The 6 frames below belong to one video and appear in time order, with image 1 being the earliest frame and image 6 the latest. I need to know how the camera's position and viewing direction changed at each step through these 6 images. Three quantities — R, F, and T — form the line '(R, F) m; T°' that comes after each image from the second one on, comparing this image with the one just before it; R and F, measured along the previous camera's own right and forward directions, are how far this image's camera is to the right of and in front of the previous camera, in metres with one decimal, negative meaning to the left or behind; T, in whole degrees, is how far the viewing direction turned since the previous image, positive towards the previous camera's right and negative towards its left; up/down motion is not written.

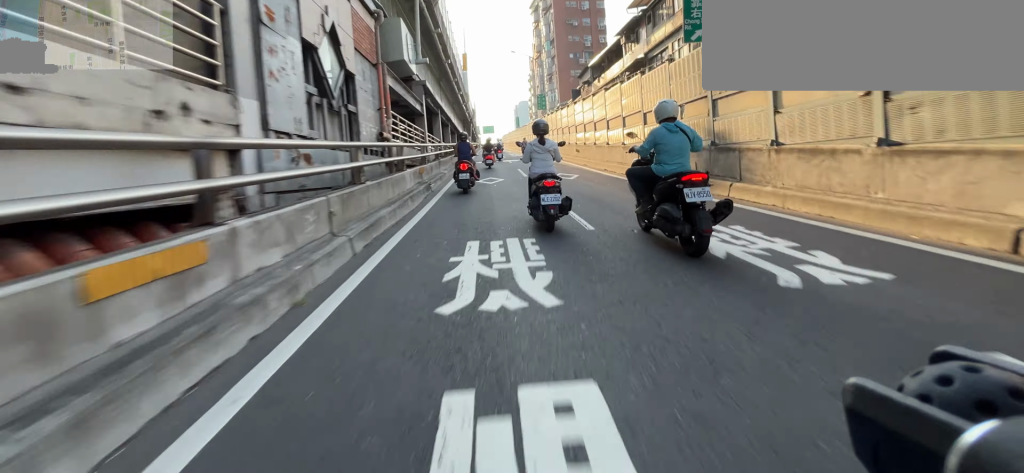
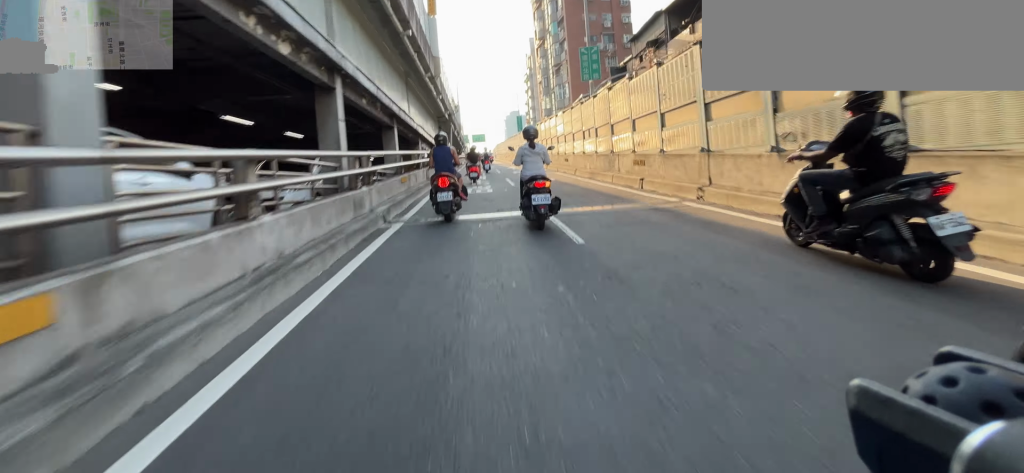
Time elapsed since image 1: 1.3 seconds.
(+0.1, +20.4) m; +1°
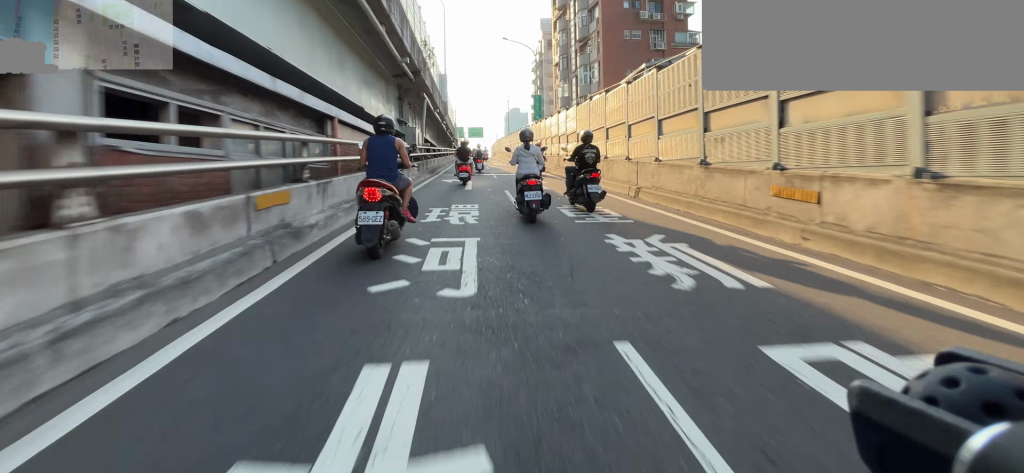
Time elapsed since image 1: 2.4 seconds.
(0.0, +19.0) m; 0°
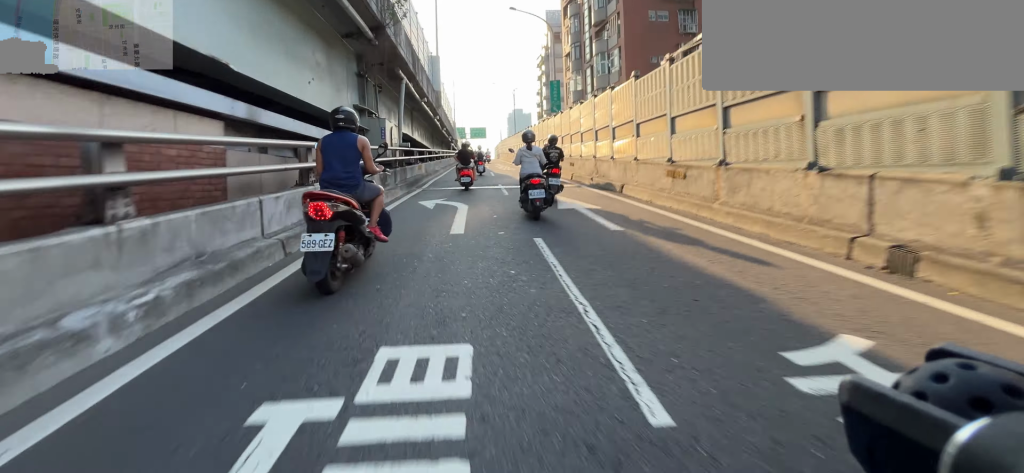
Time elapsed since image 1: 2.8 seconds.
(0.0, +7.6) m; 0°
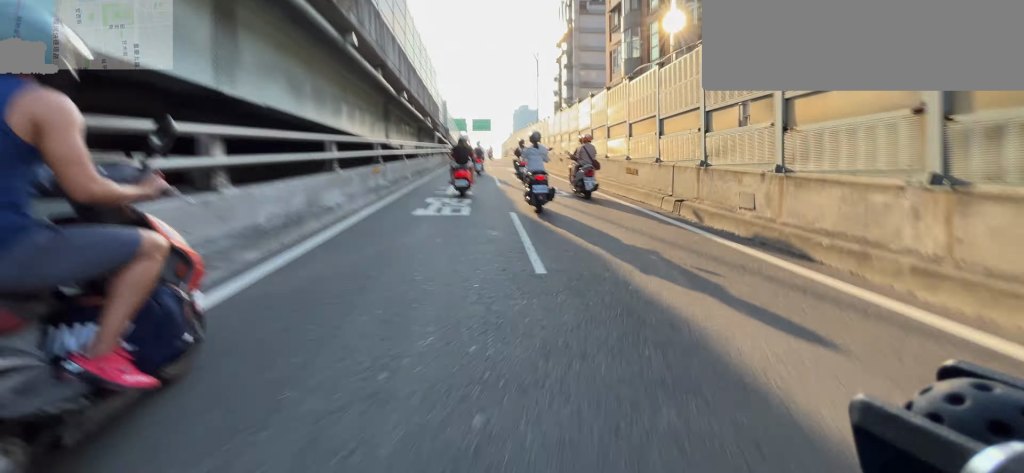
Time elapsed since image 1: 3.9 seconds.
(-0.1, +19.0) m; -1°
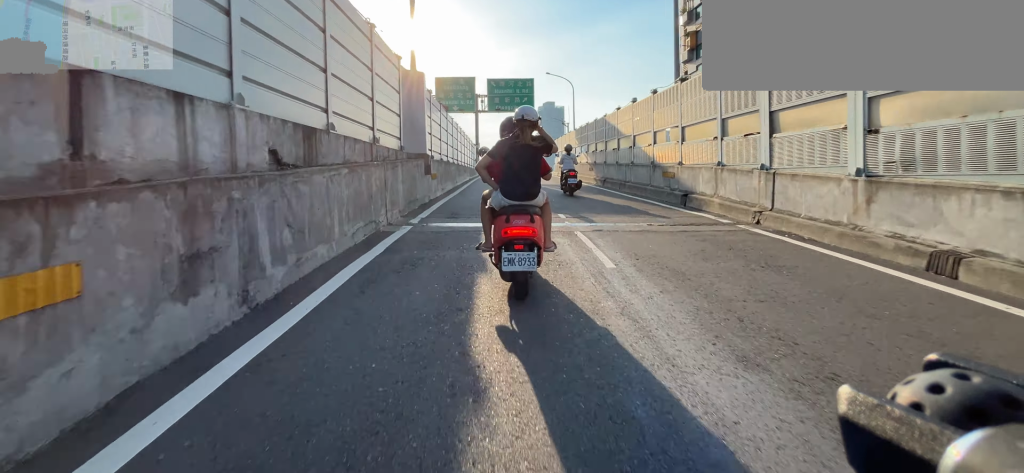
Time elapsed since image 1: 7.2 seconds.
(-0.3, +48.6) m; 0°
